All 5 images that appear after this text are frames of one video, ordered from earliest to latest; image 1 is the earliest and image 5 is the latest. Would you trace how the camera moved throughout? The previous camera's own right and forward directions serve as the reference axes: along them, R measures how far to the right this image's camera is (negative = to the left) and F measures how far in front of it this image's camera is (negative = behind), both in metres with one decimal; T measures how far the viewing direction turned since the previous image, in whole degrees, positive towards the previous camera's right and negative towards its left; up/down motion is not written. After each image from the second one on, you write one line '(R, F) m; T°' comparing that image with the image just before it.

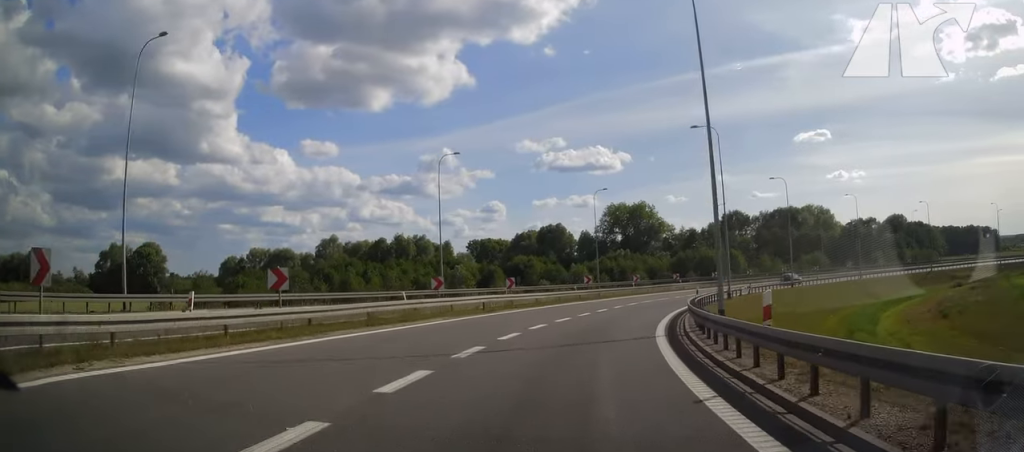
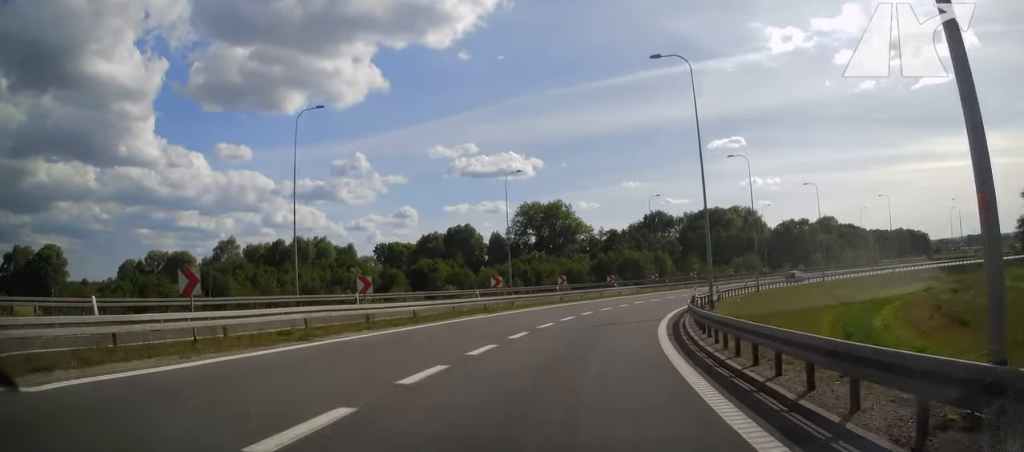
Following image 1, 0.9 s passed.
(+1.3, +14.6) m; +9°
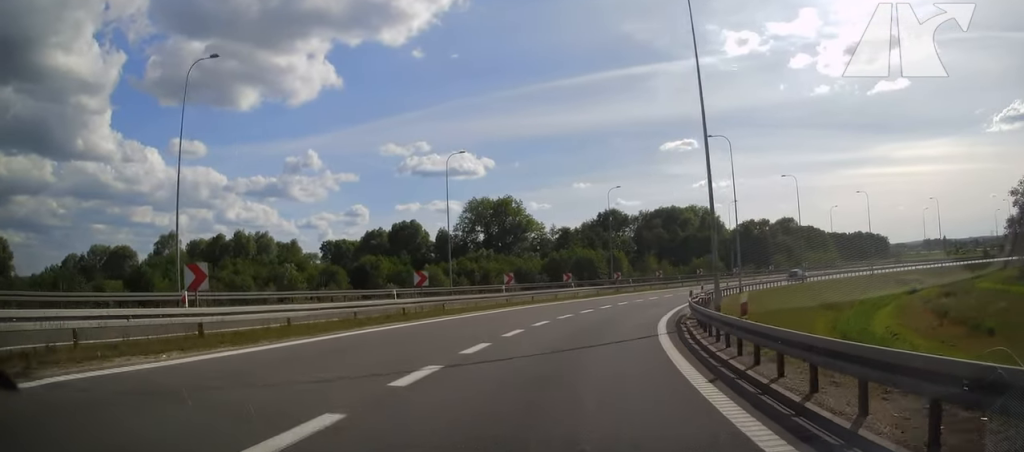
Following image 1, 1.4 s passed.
(+0.3, +8.3) m; +5°
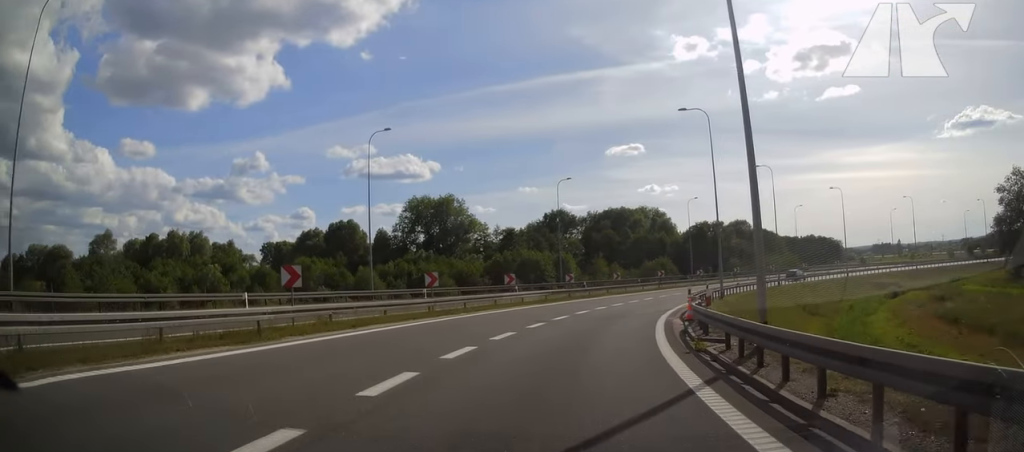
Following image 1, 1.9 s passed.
(+0.3, +8.5) m; +5°
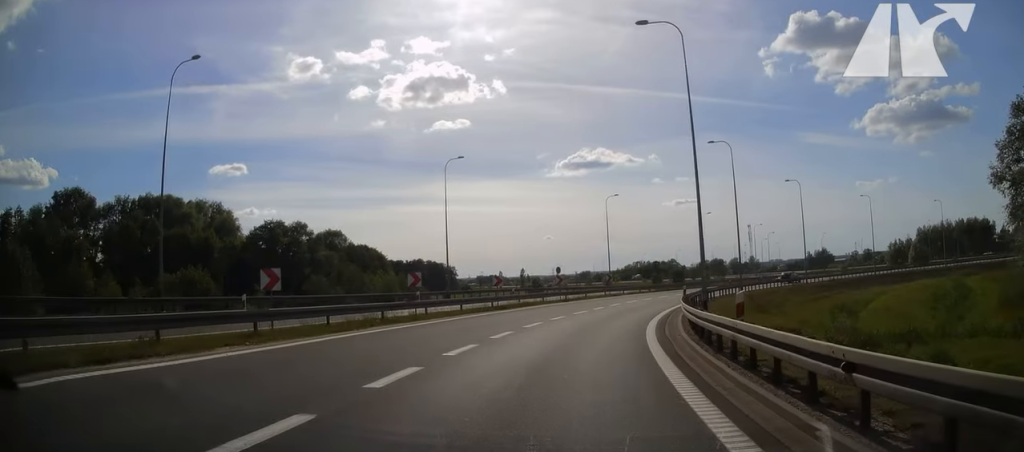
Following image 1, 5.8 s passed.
(+21.0, +60.8) m; +37°
